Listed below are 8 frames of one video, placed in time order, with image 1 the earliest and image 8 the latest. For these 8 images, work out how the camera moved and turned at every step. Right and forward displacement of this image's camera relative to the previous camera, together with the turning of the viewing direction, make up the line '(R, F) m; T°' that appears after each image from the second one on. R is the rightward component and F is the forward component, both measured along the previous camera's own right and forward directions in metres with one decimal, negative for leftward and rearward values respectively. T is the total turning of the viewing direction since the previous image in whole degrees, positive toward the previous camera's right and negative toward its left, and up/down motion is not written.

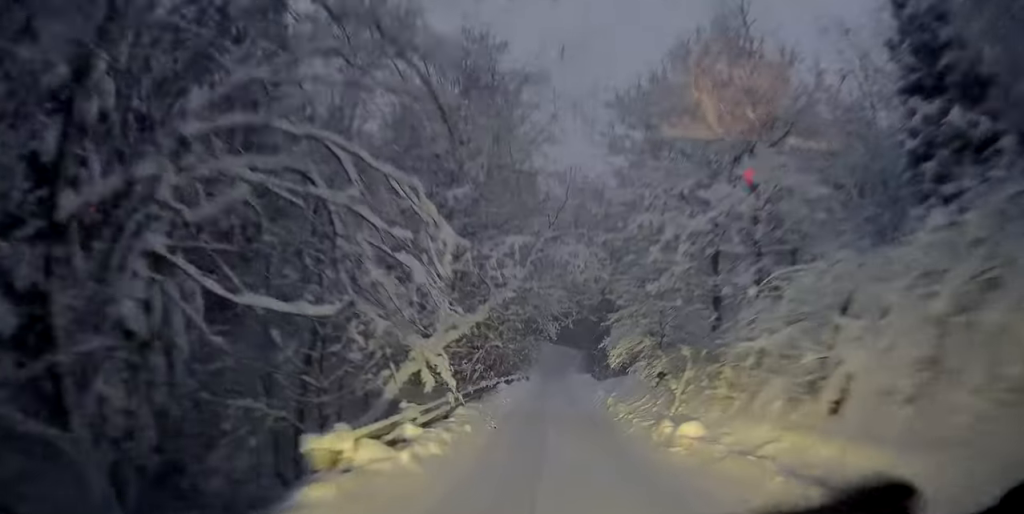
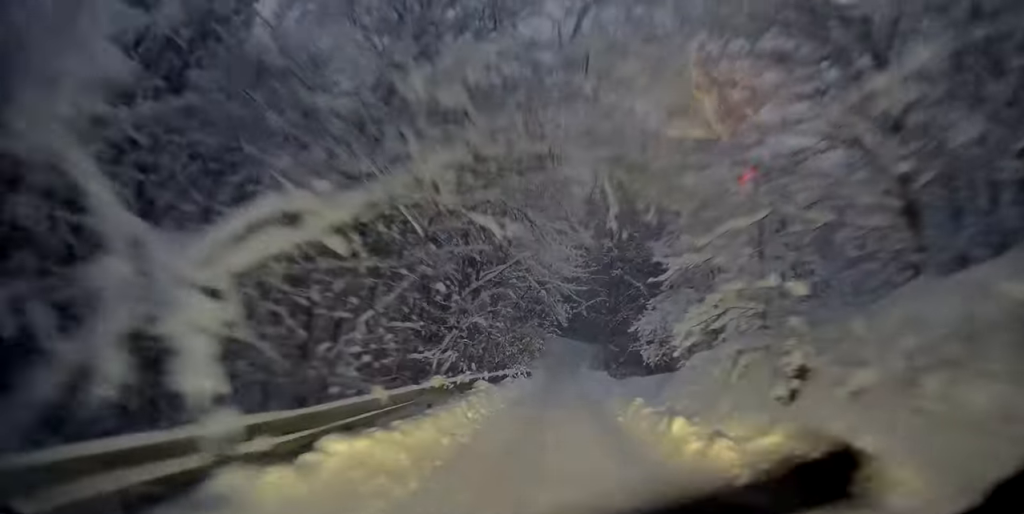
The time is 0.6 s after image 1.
(-0.1, +8.8) m; 0°
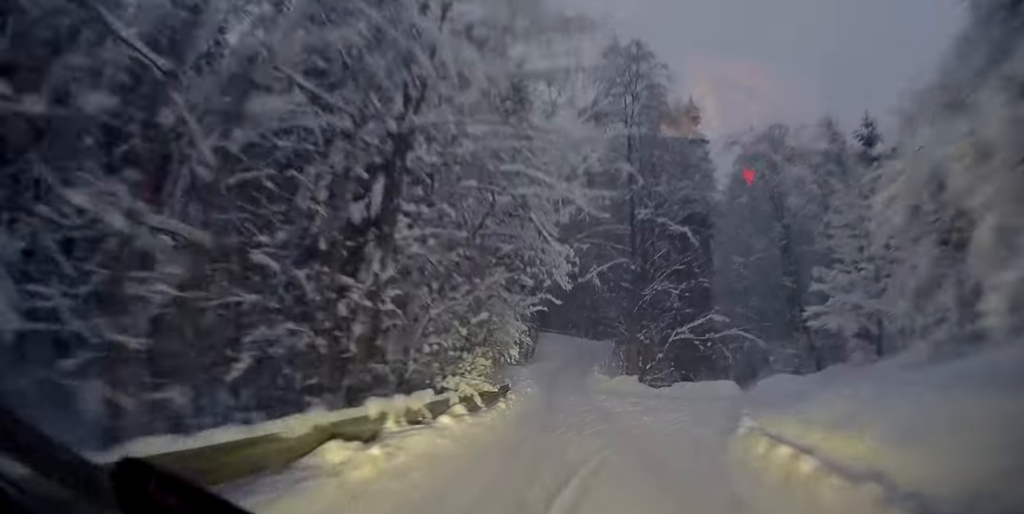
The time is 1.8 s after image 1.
(0.0, +17.1) m; 0°
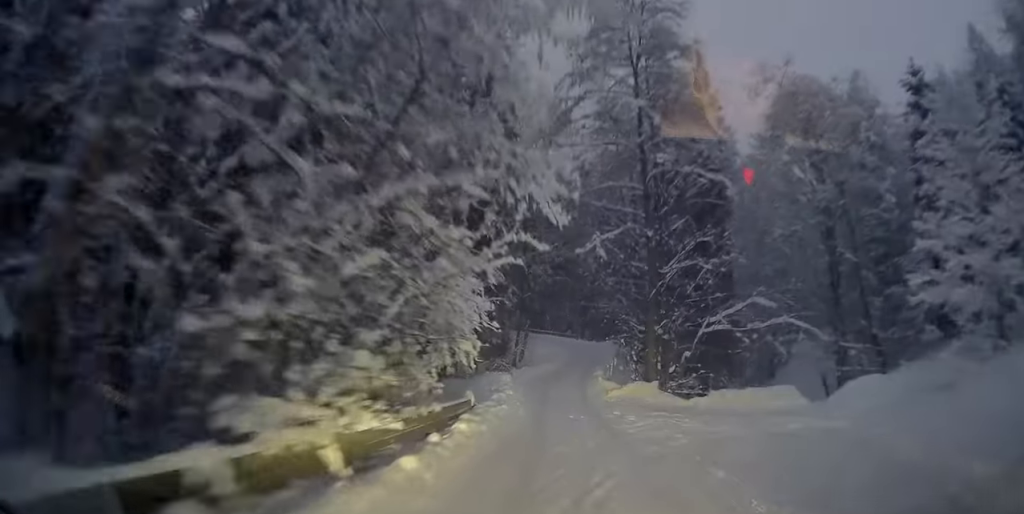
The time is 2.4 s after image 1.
(0.0, +7.8) m; 0°
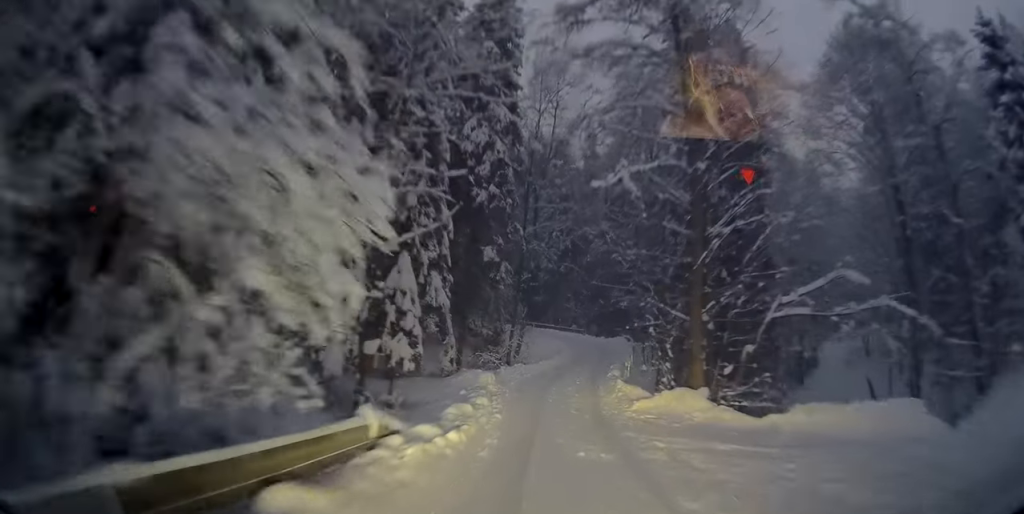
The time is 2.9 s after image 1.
(0.0, +7.3) m; -1°
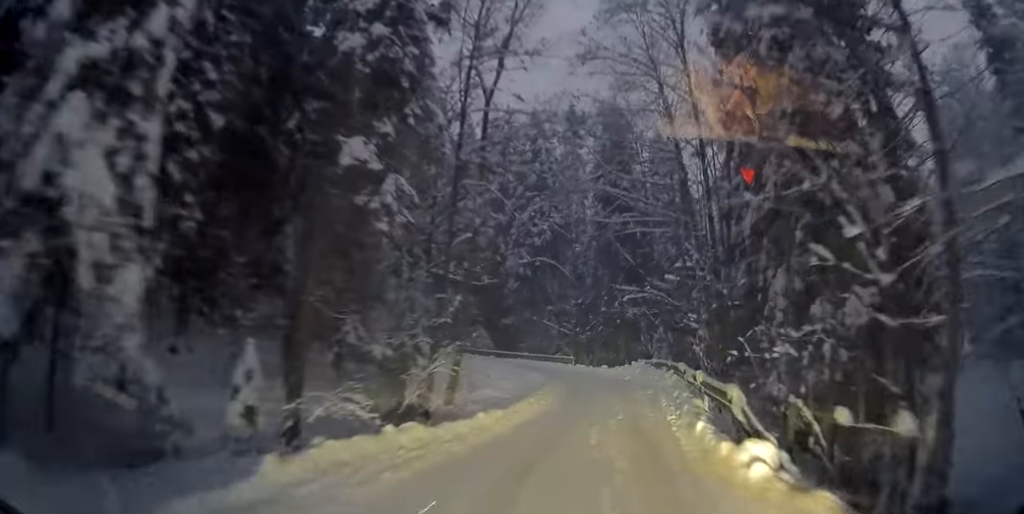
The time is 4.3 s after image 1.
(-0.3, +18.5) m; -1°
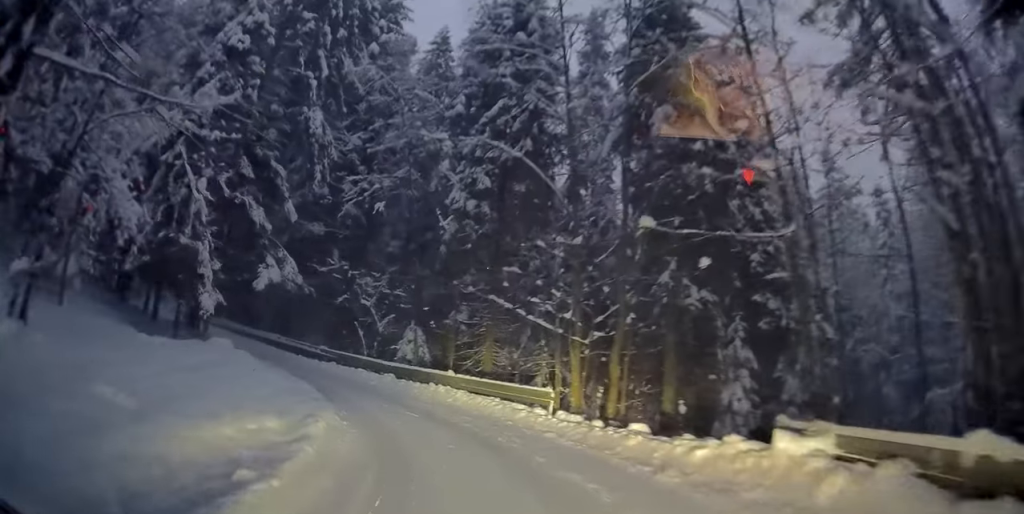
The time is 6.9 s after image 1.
(-3.3, +26.5) m; -23°
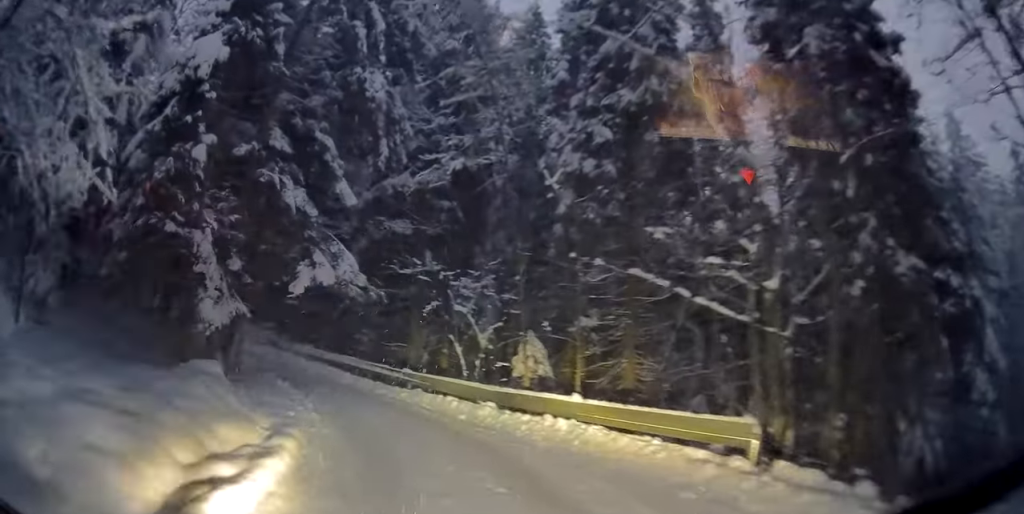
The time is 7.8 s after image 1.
(-0.7, +7.3) m; -5°
